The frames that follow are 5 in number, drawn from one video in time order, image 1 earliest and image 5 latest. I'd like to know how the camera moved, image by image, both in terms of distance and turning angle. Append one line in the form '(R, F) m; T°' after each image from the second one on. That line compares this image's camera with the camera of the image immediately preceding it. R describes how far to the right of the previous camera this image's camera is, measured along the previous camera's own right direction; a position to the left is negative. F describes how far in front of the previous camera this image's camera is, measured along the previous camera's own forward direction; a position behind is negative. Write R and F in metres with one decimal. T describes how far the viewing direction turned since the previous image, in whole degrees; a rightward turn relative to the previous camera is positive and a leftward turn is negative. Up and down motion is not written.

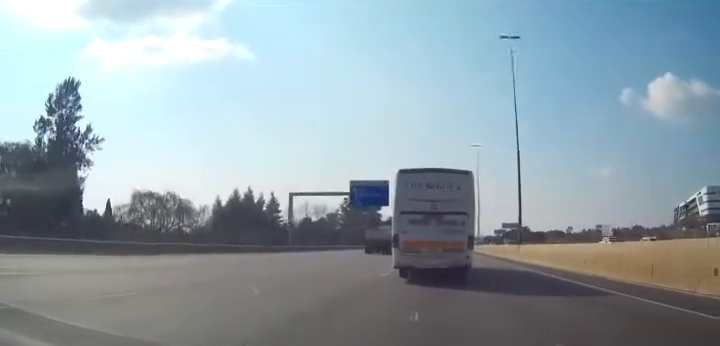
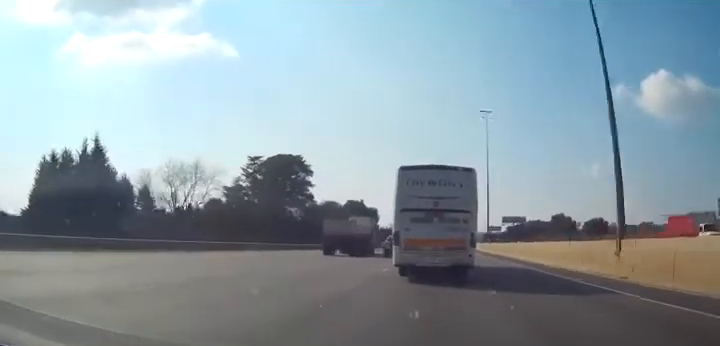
(+1.2, +84.6) m; +2°
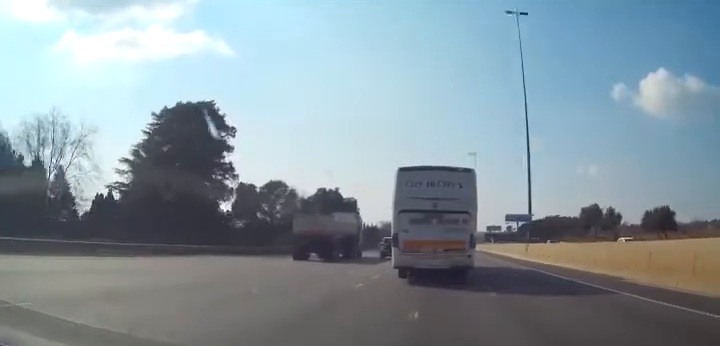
(+0.1, +36.0) m; 0°
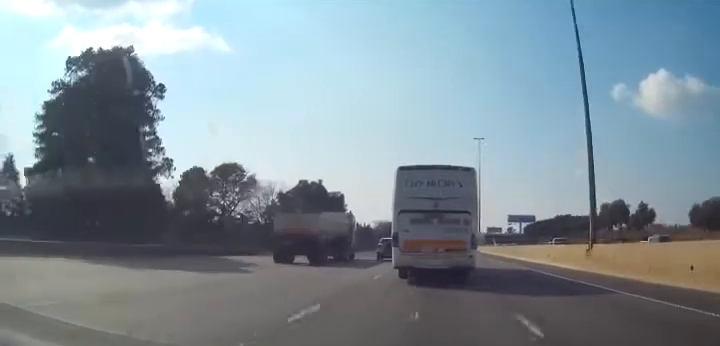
(0.0, +17.0) m; 0°
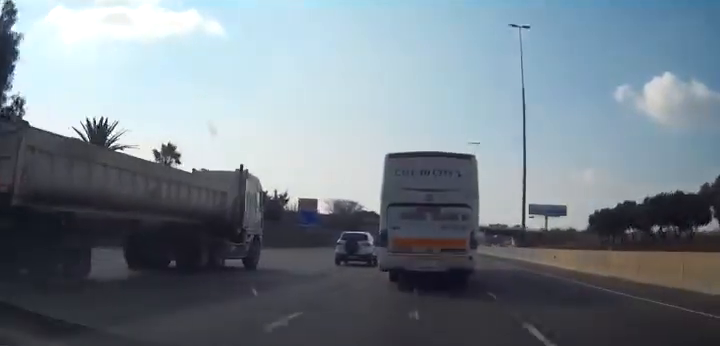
(+0.5, +95.3) m; 0°
